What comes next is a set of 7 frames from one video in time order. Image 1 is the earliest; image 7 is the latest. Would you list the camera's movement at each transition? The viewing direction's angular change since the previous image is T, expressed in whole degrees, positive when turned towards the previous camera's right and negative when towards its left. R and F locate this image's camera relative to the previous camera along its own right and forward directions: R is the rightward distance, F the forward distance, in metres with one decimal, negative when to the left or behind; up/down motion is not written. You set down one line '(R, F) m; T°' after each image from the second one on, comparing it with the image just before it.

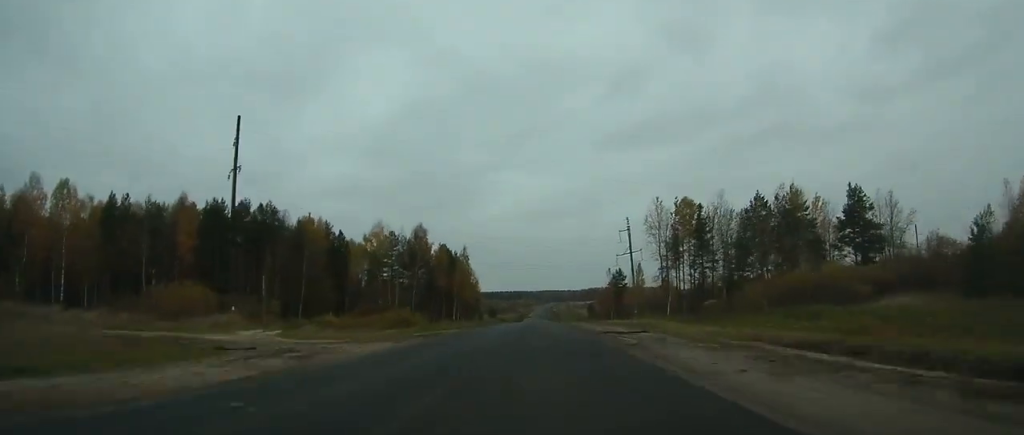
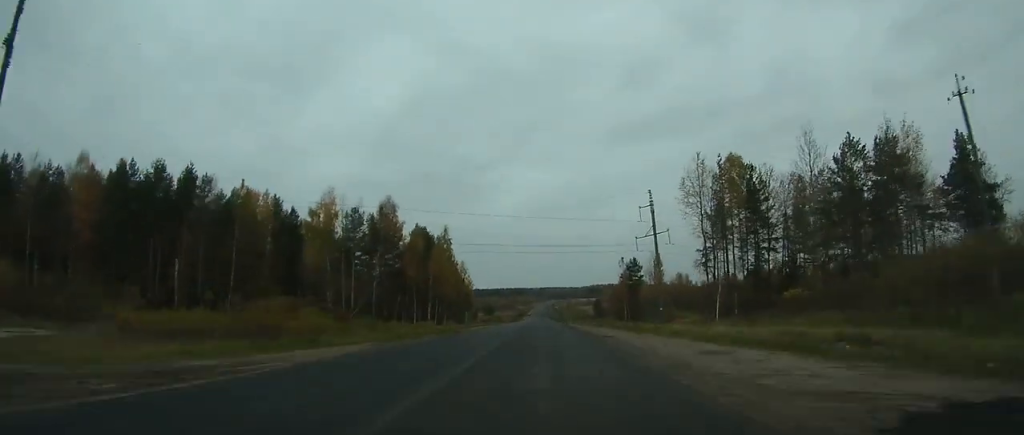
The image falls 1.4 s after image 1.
(+0.1, +30.1) m; 0°
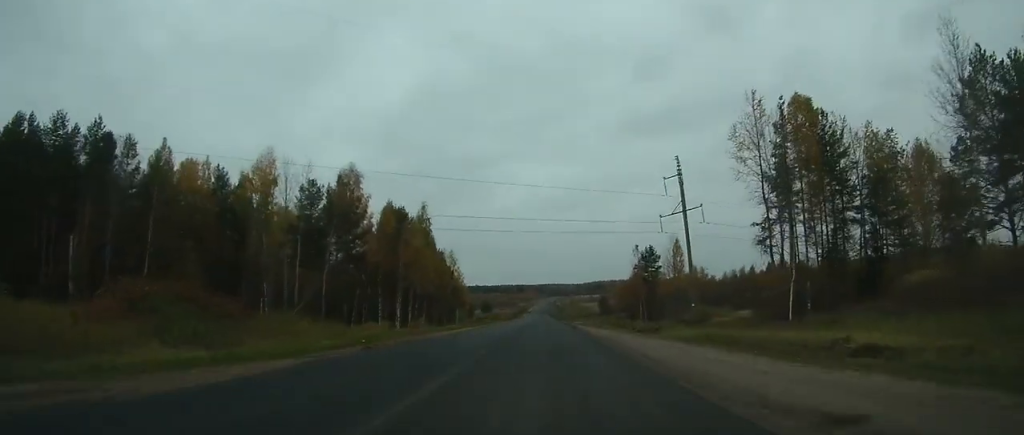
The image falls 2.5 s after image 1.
(-0.1, +23.3) m; 0°
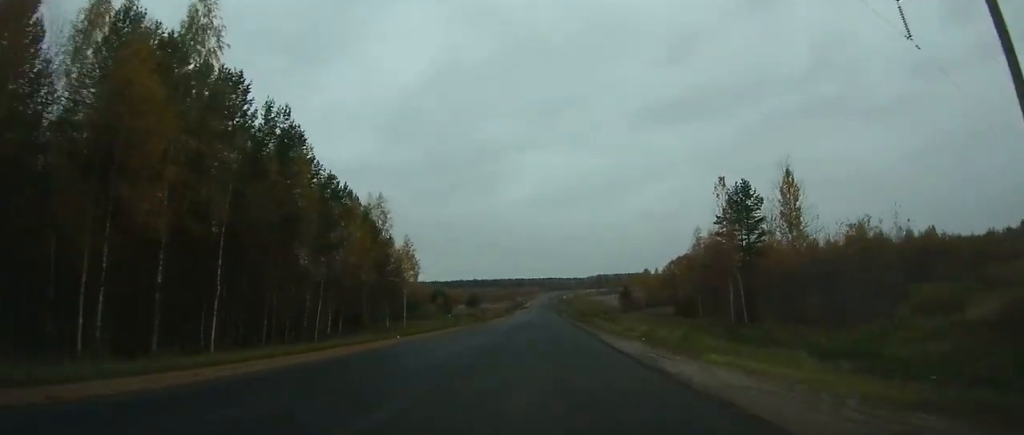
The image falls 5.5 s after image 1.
(0.0, +64.7) m; 0°
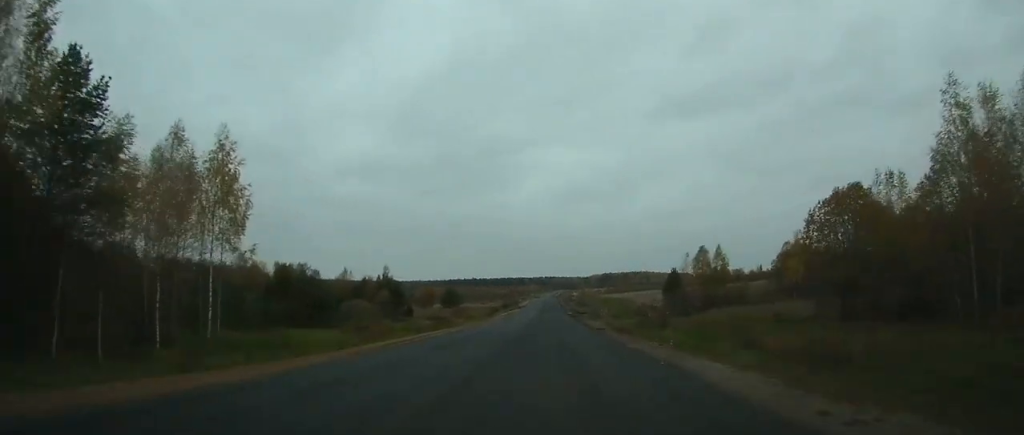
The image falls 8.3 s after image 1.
(-0.3, +59.8) m; 0°
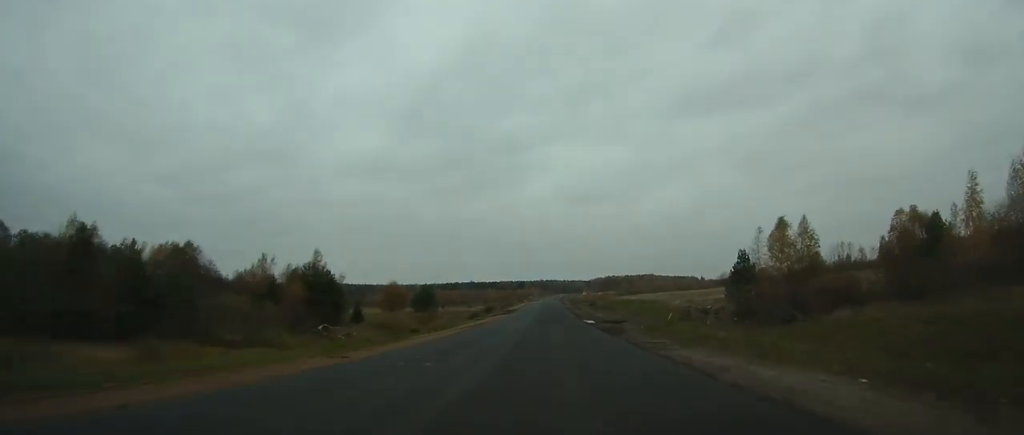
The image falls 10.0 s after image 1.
(0.0, +38.9) m; 0°
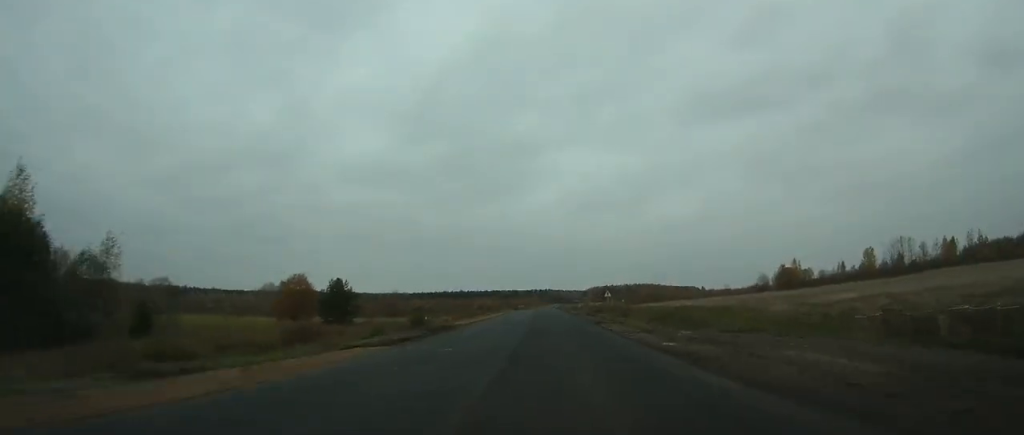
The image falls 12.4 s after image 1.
(-0.1, +57.4) m; 0°
